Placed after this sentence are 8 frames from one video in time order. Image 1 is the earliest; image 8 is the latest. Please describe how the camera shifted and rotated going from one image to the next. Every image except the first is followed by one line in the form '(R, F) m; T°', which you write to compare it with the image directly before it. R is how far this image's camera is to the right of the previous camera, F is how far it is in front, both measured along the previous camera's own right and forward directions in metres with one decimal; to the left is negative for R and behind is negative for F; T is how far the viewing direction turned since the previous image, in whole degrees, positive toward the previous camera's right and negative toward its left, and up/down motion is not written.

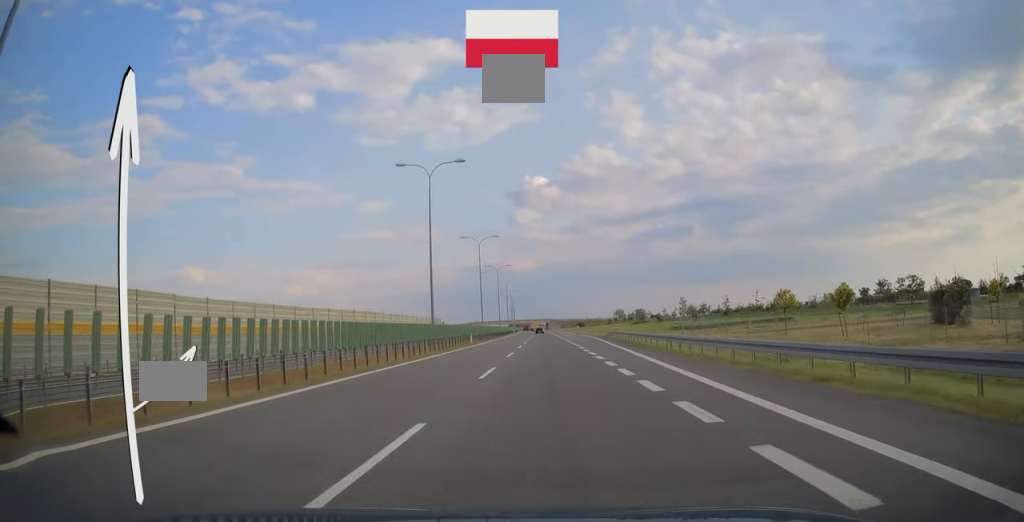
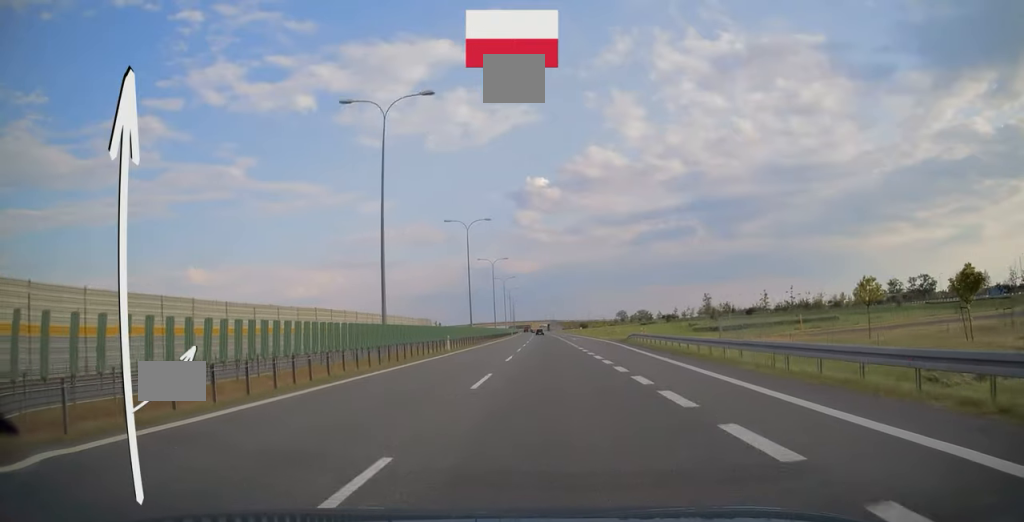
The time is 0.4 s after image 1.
(0.0, +14.2) m; 0°
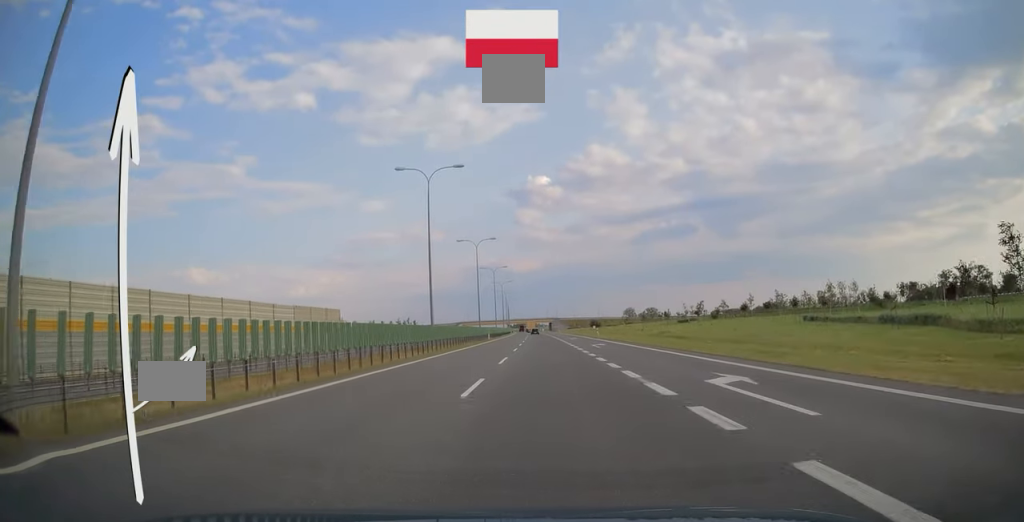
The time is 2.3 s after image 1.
(-0.3, +62.4) m; 0°
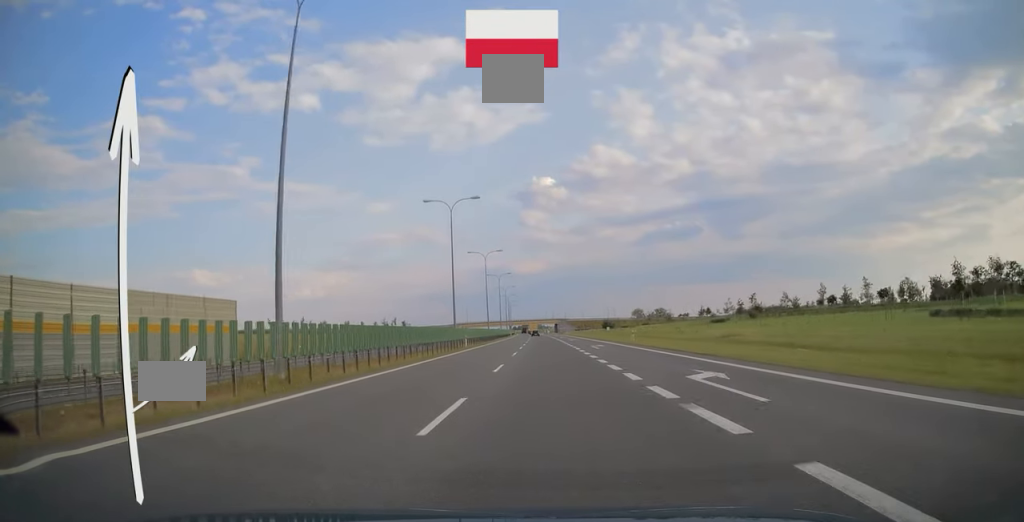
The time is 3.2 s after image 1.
(0.0, +28.0) m; 0°
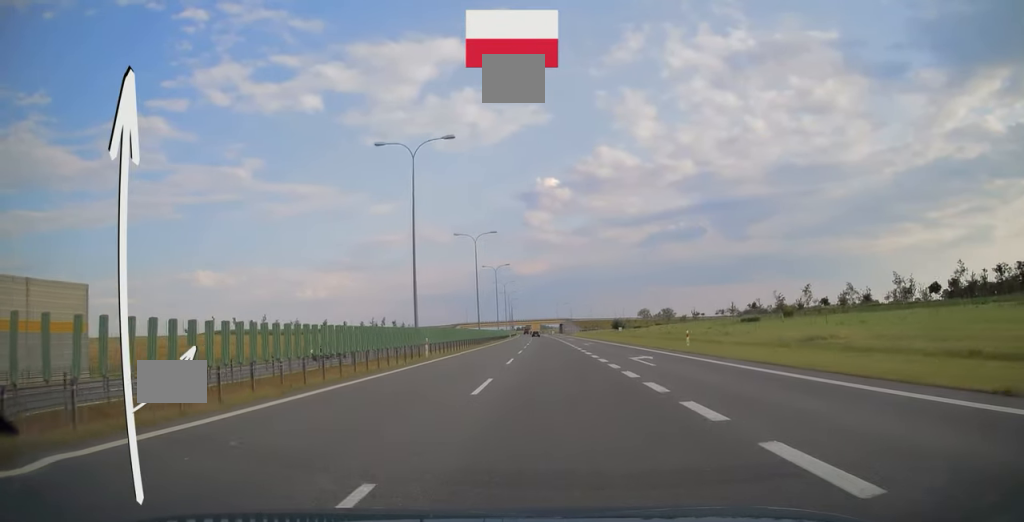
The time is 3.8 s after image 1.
(0.0, +18.8) m; 0°
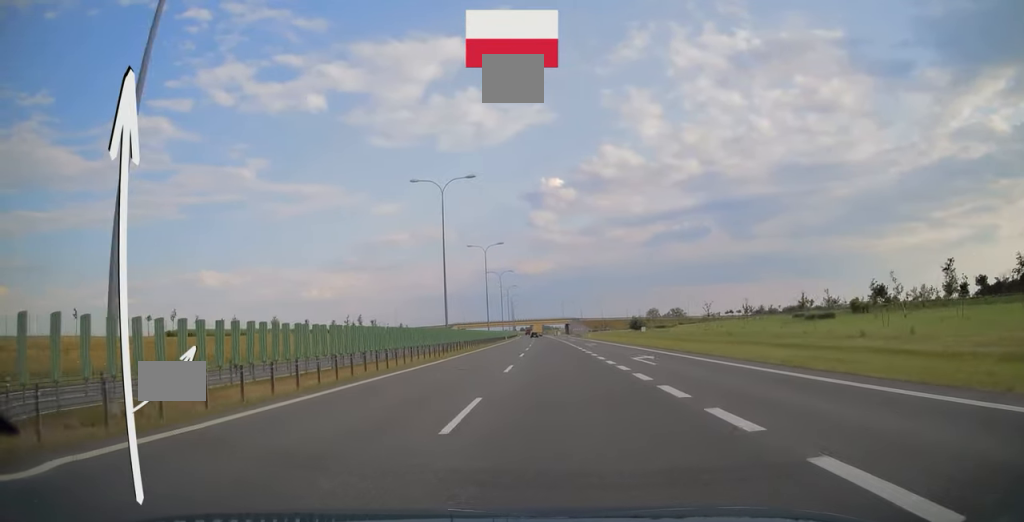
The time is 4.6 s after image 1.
(-0.1, +28.2) m; 0°
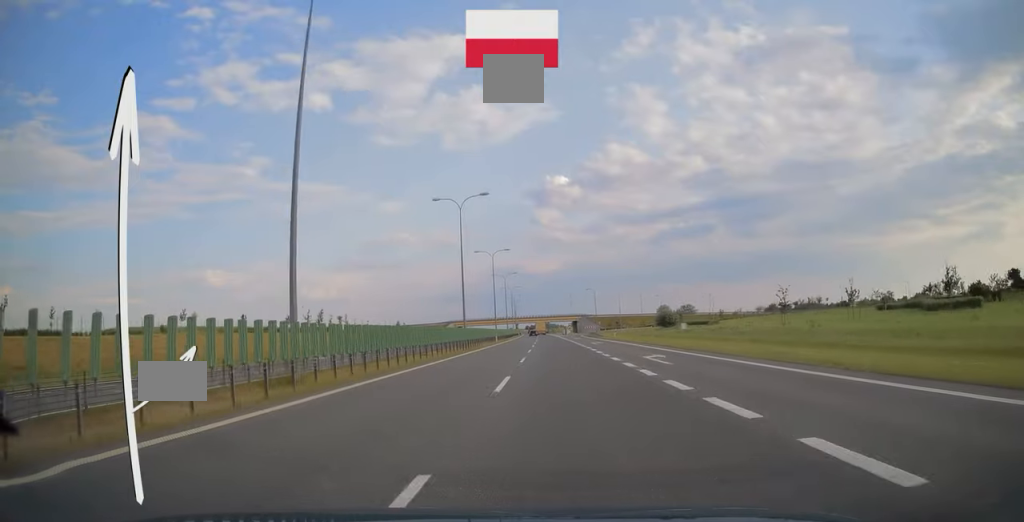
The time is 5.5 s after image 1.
(-0.1, +30.3) m; 0°
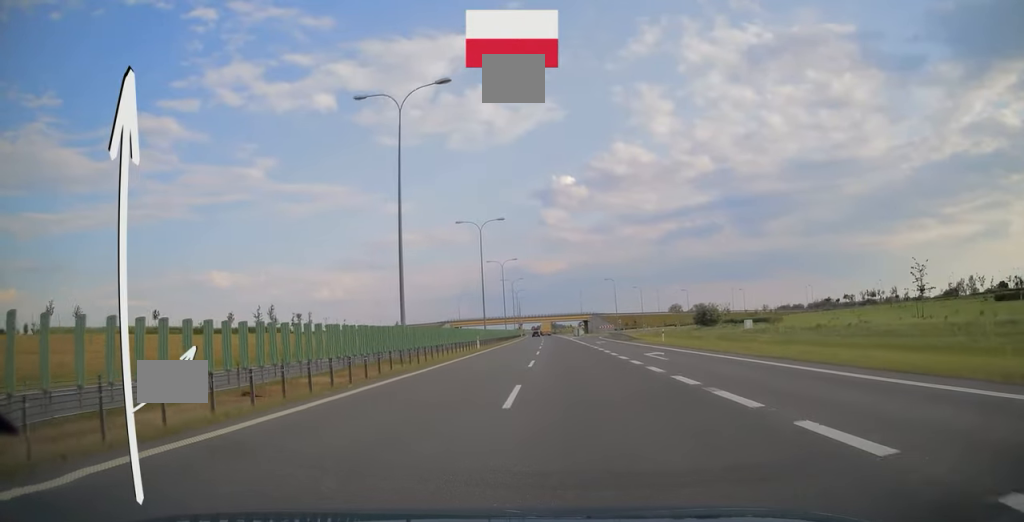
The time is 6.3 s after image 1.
(-0.1, +26.3) m; 0°
